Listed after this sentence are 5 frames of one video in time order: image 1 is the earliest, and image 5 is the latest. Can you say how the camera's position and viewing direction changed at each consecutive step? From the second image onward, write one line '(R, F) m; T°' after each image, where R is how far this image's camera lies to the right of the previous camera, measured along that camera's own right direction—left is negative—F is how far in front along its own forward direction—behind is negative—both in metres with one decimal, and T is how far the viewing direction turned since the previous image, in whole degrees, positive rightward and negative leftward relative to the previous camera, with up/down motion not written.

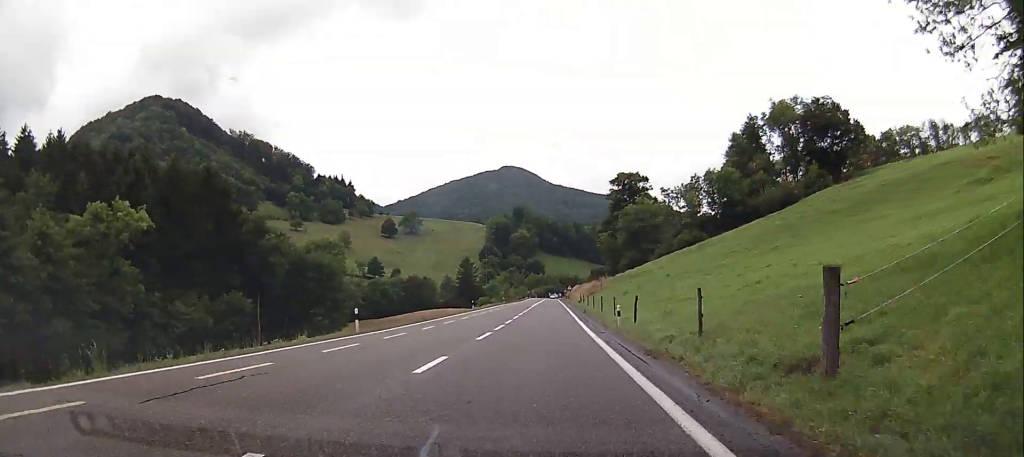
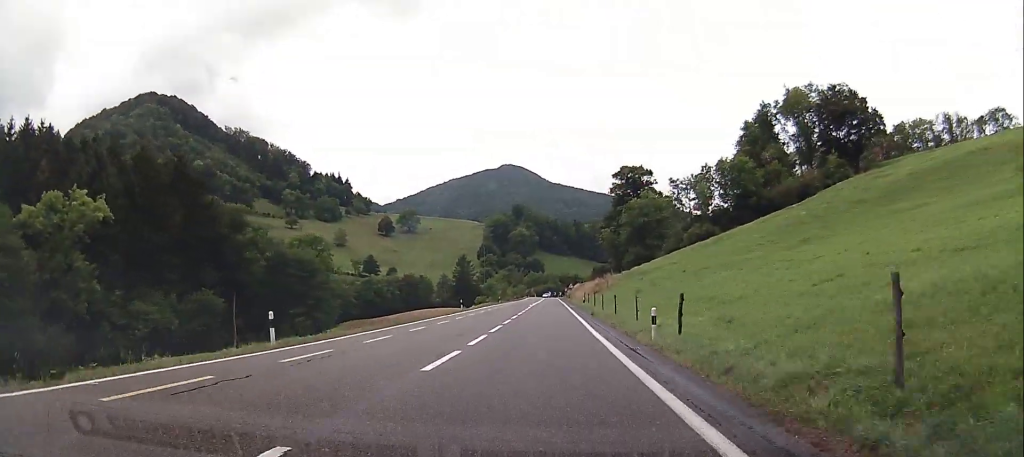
(-0.2, +8.9) m; -2°
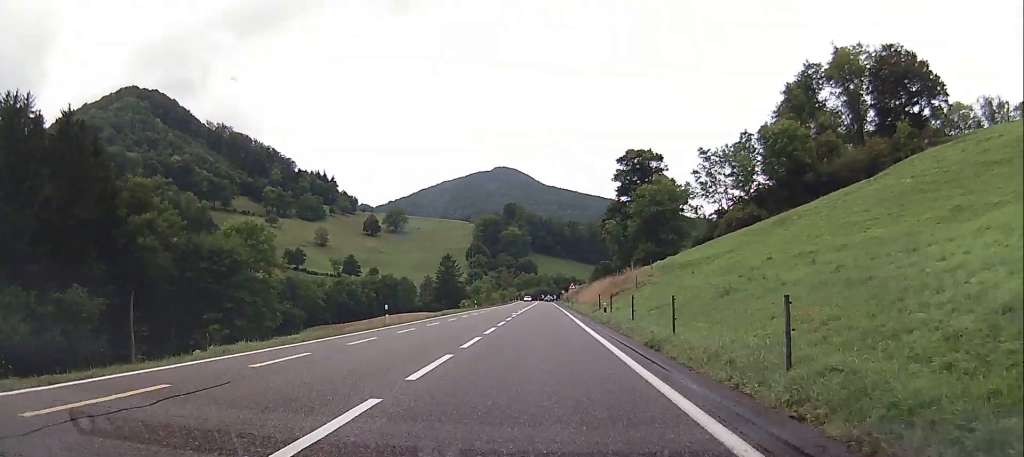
(-0.5, +26.1) m; -1°
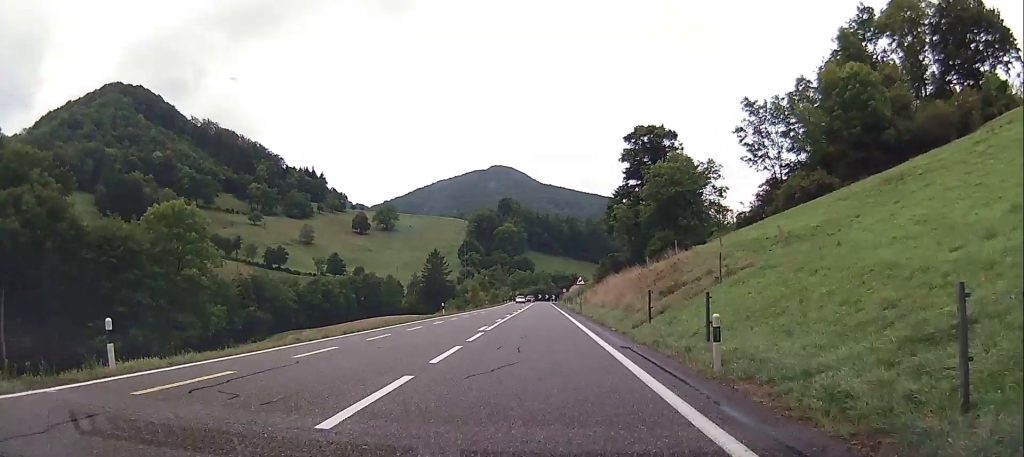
(-0.2, +21.9) m; -1°
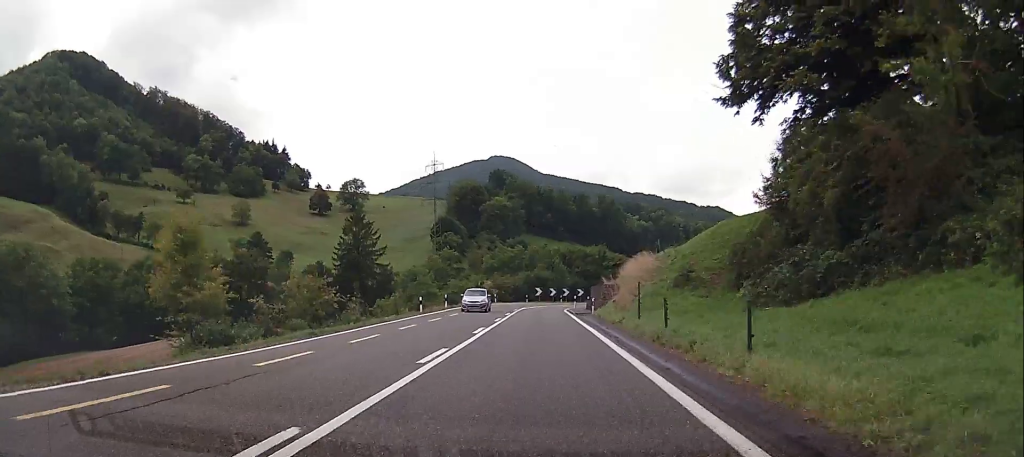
(+0.2, +95.9) m; -1°
